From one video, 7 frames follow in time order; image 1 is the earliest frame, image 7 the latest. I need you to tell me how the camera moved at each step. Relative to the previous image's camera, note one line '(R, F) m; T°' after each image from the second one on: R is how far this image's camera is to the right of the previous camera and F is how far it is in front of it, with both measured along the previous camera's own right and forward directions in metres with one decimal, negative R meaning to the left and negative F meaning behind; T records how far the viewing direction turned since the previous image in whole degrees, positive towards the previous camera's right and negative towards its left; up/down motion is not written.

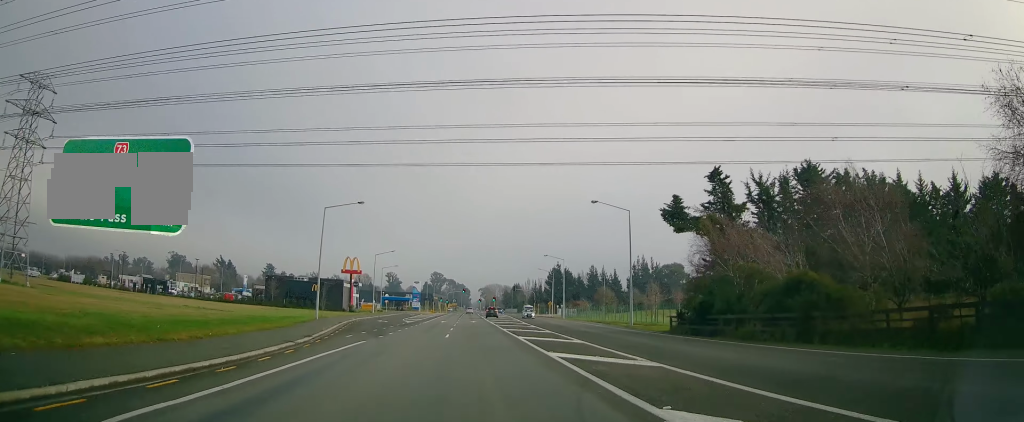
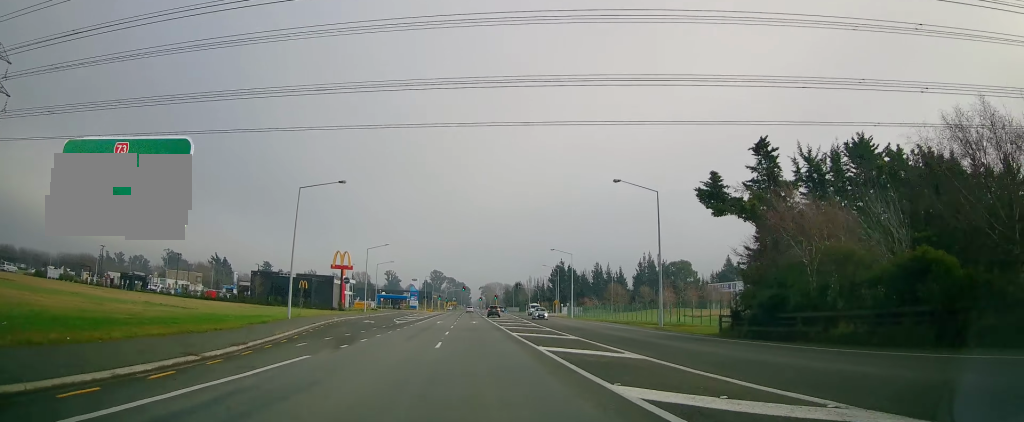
(0.0, +8.1) m; -1°
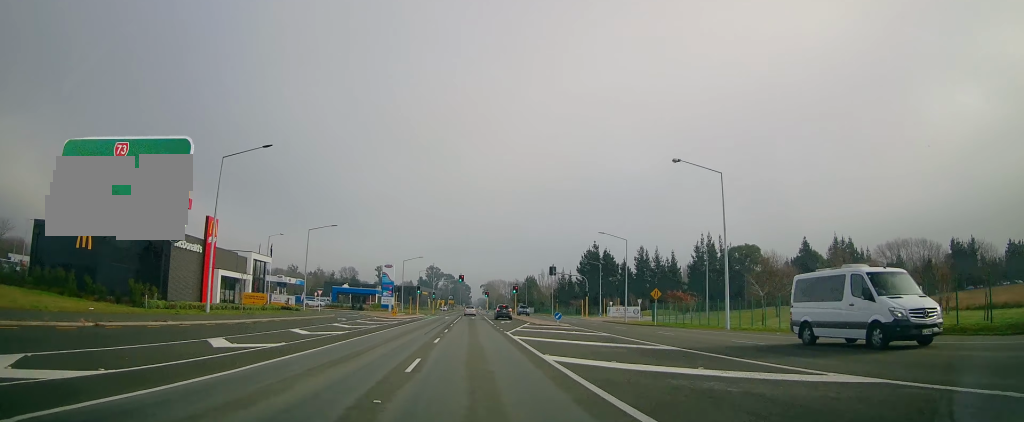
(-1.7, +58.5) m; 0°
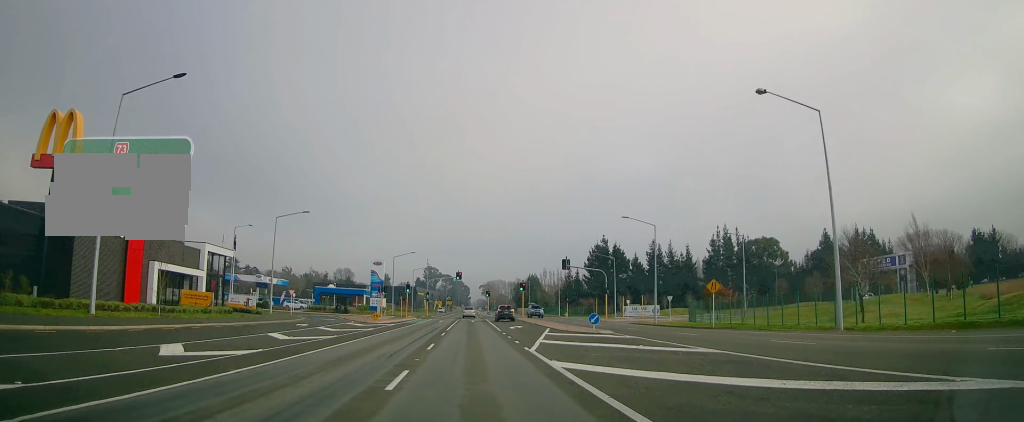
(+0.4, +12.4) m; 0°
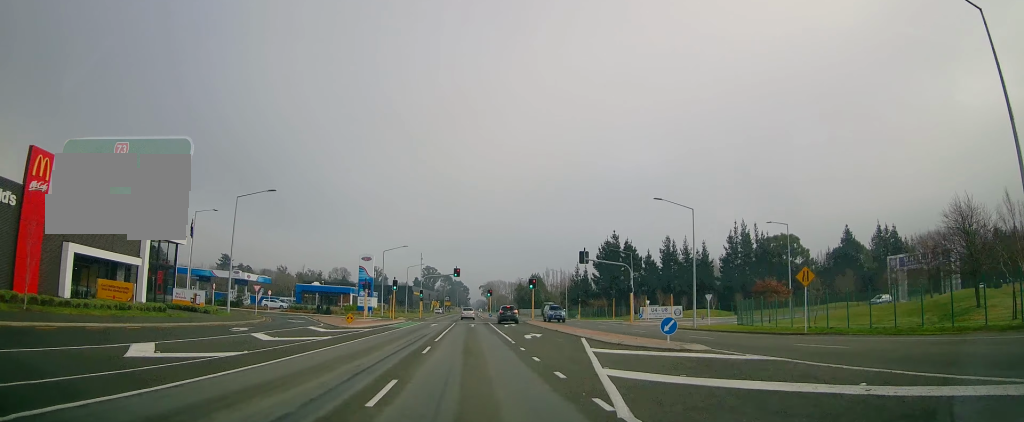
(-0.1, +11.2) m; -1°
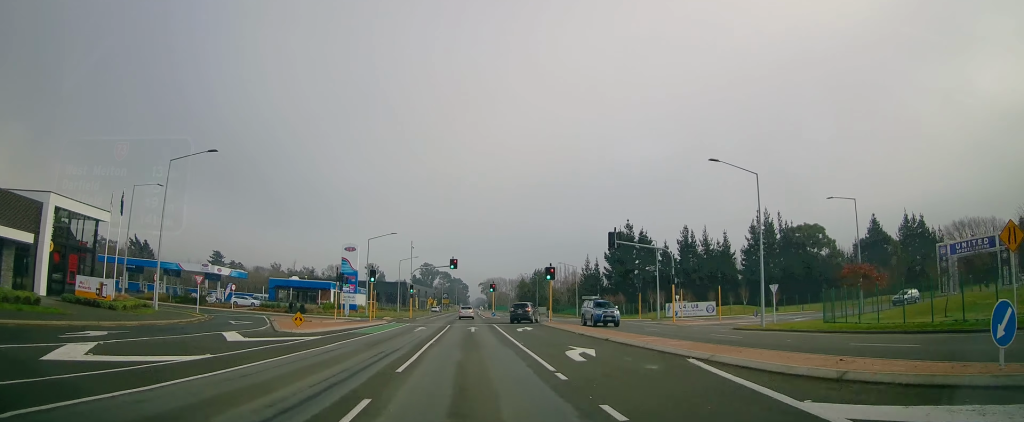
(-0.2, +12.7) m; -1°
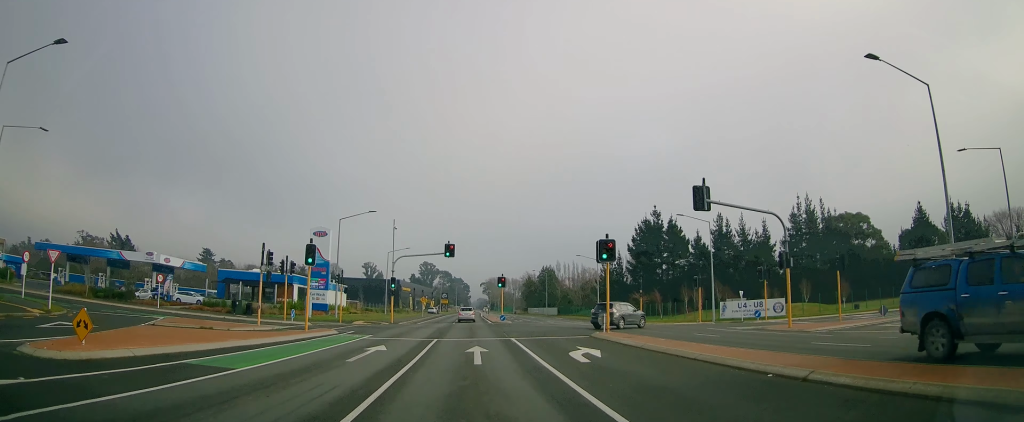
(0.0, +17.7) m; +1°
